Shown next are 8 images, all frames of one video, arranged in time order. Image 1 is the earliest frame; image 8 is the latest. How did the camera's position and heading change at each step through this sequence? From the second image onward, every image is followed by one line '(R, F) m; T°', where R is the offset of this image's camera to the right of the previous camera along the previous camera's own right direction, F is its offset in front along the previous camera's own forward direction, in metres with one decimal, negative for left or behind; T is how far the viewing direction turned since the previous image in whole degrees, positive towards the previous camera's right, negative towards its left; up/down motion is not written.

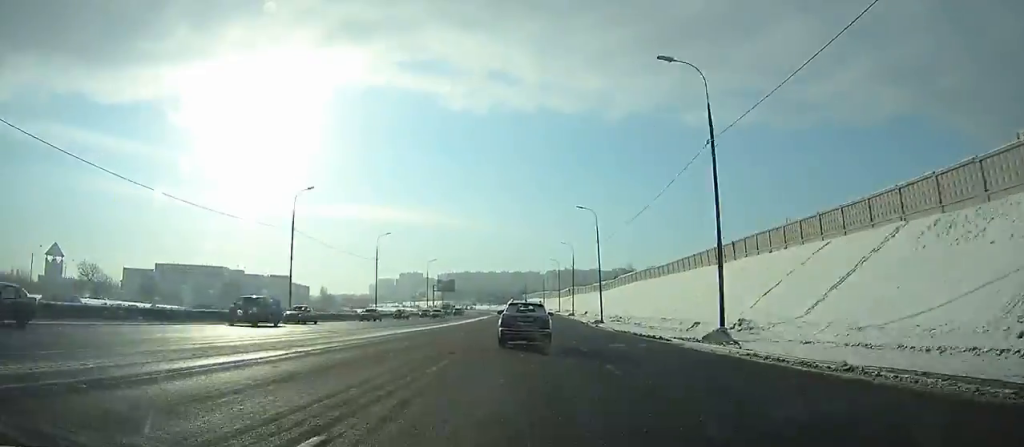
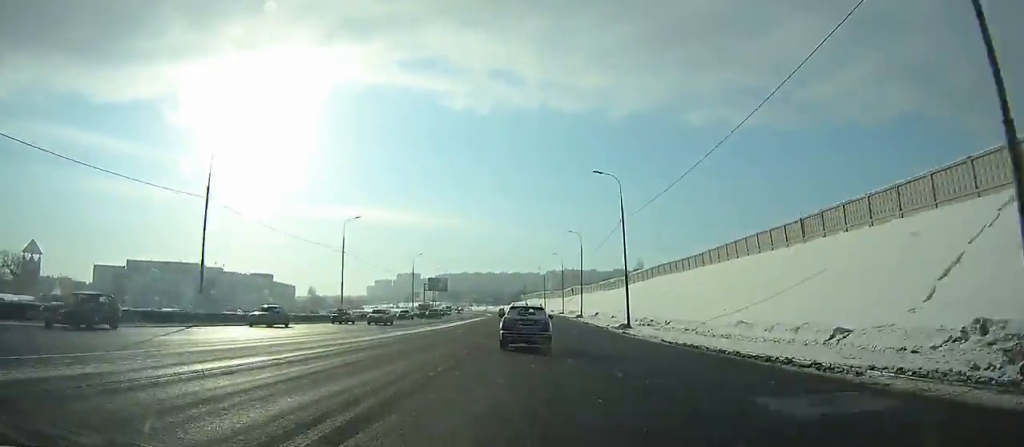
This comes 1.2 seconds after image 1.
(0.0, +16.1) m; 0°
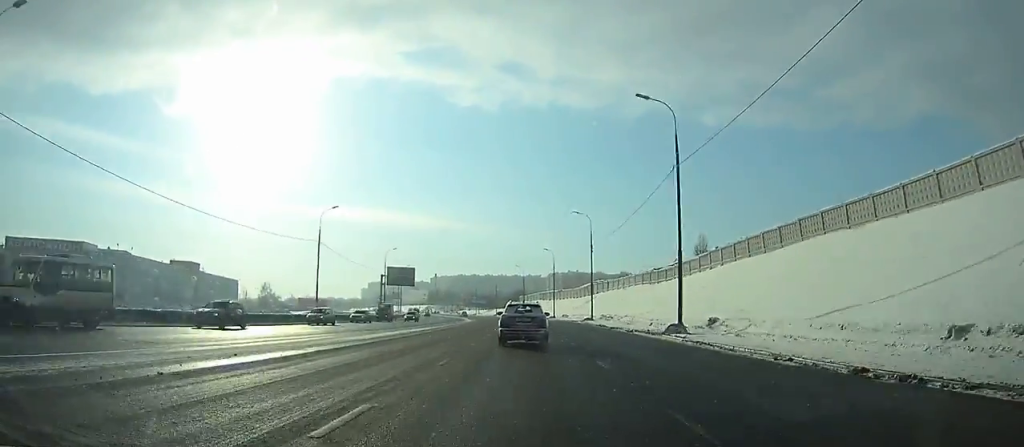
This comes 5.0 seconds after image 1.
(+0.3, +55.2) m; 0°
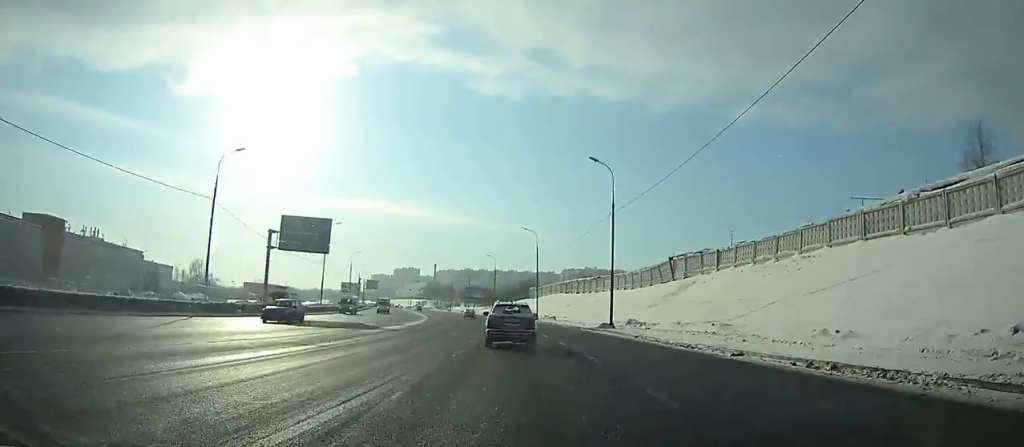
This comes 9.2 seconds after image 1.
(-0.6, +64.4) m; -3°
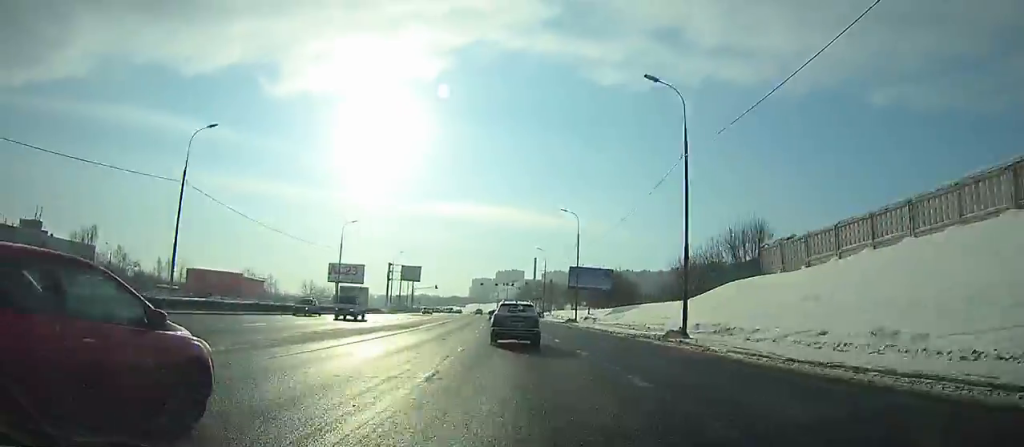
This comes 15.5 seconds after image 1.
(-5.1, +96.6) m; -6°
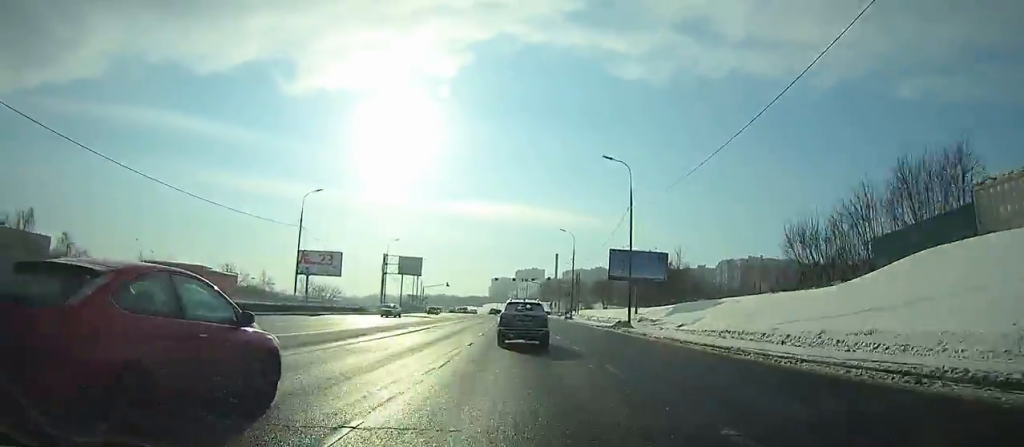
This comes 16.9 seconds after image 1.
(-0.7, +19.6) m; -2°
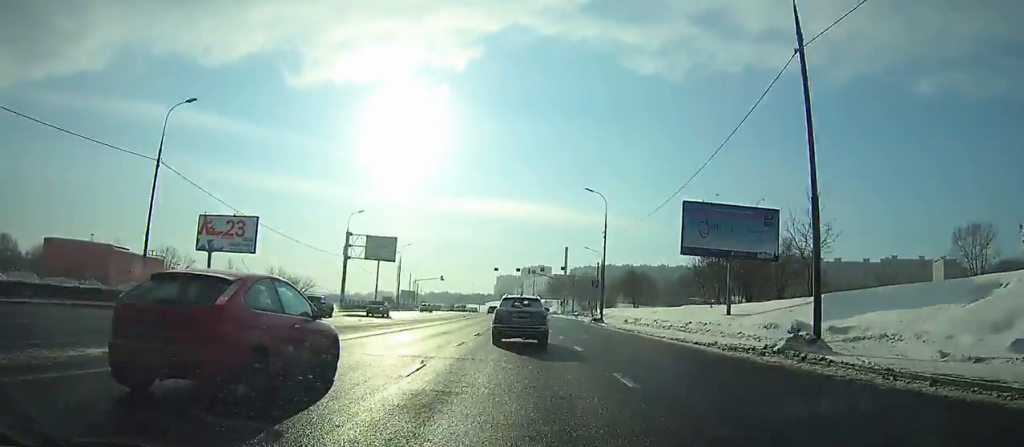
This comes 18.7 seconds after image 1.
(-0.9, +24.7) m; -2°
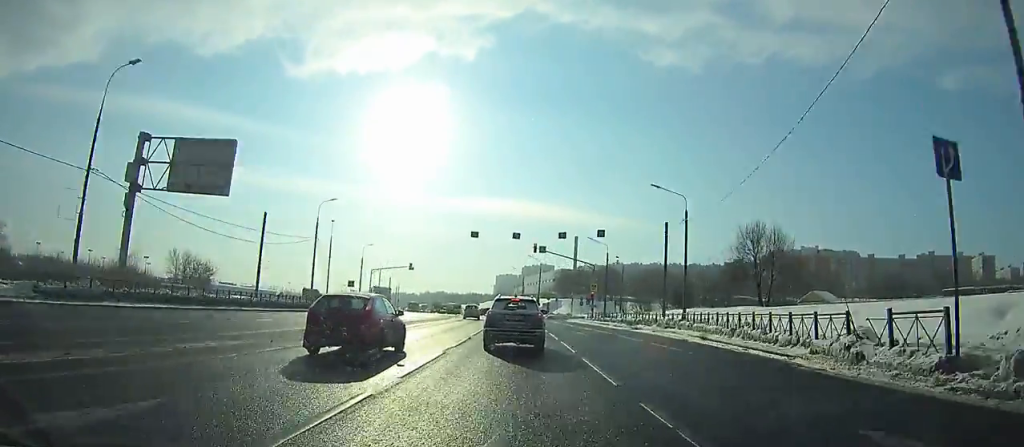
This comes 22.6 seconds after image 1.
(-0.5, +42.2) m; 0°
